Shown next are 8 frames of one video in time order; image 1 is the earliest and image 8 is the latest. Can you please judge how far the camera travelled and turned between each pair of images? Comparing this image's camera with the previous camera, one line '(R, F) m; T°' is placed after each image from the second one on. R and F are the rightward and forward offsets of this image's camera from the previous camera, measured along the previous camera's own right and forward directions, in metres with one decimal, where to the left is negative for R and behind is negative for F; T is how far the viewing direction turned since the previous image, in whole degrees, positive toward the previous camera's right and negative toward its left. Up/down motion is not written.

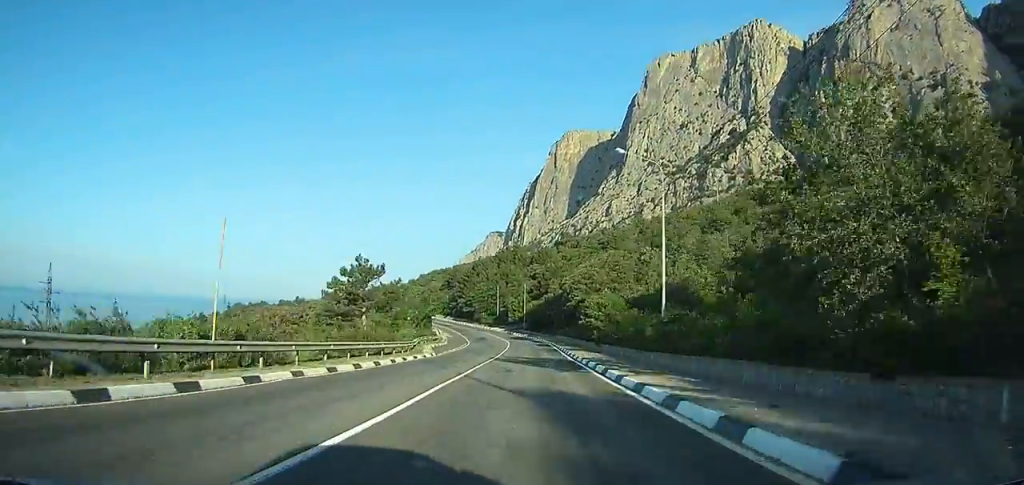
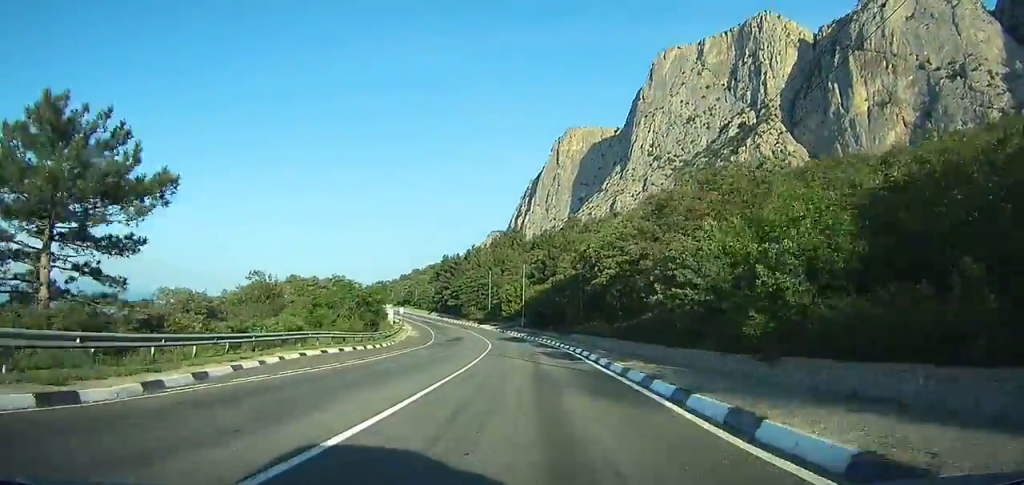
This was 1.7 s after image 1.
(+0.3, +33.5) m; -1°
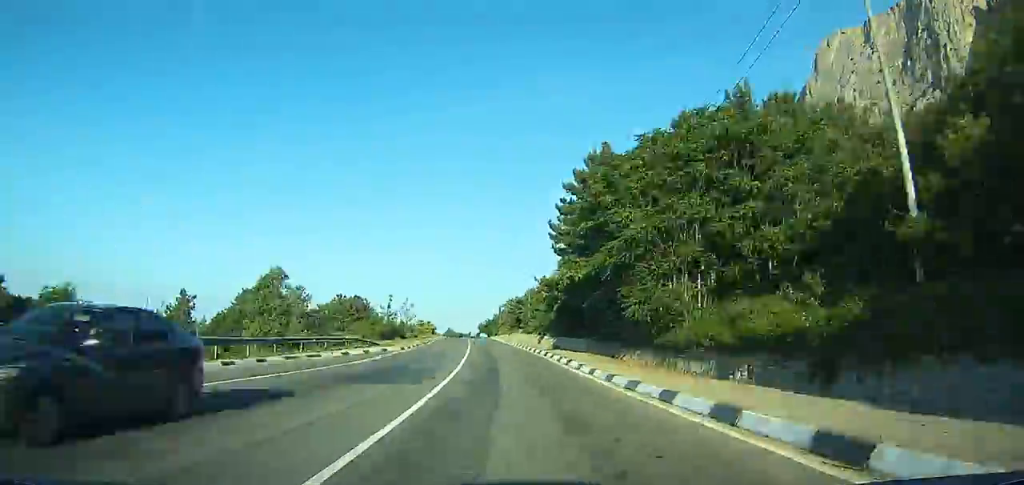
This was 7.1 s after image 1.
(-7.6, +108.5) m; -11°
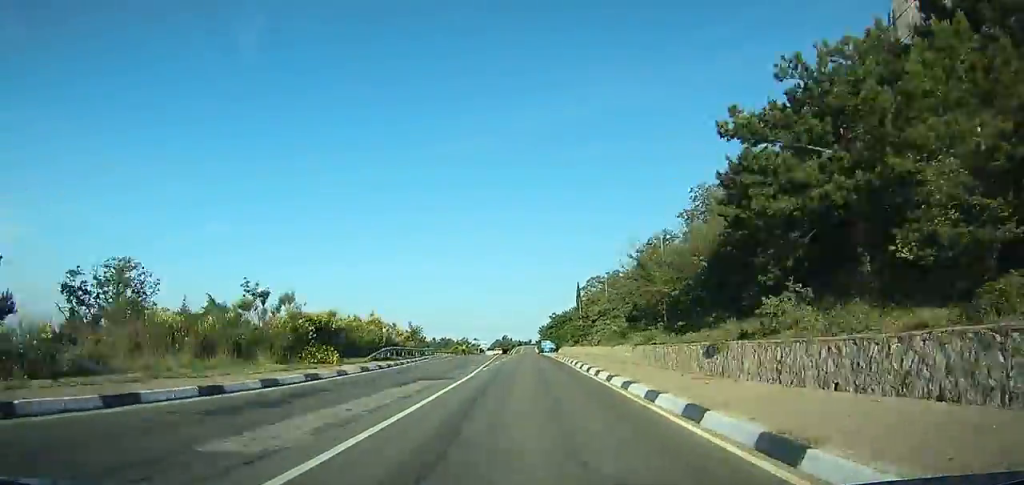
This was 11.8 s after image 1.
(-9.2, +101.6) m; -7°
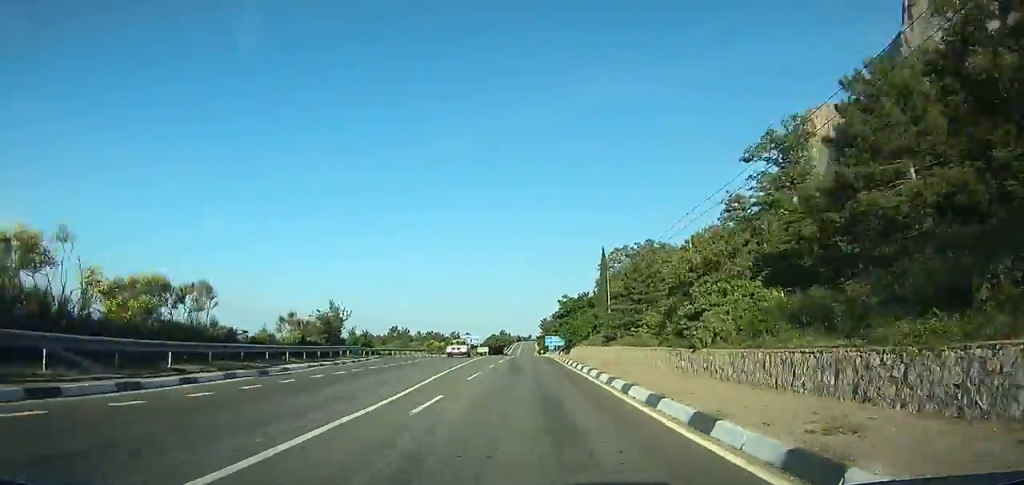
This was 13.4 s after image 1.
(-0.5, +34.4) m; -1°
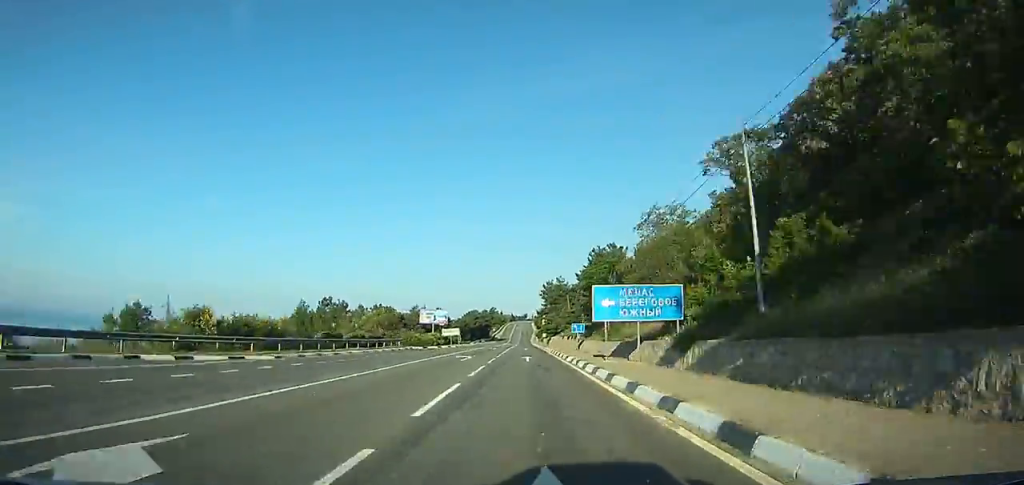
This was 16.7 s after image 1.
(-0.6, +69.2) m; 0°
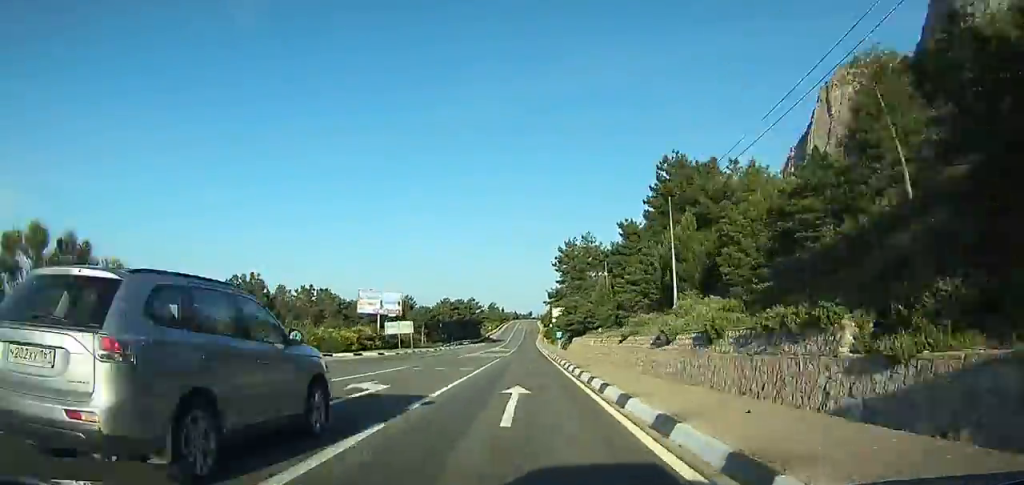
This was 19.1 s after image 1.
(+0.2, +49.2) m; 0°
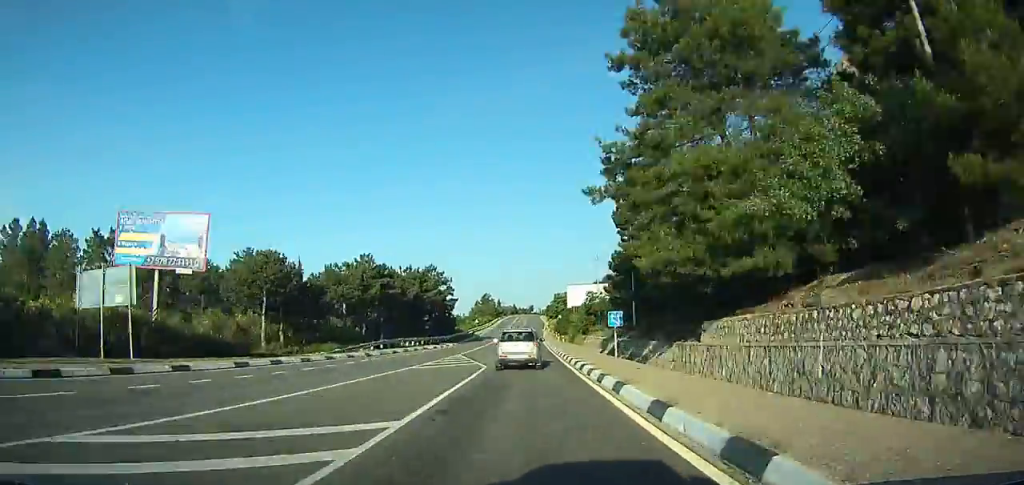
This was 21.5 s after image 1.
(0.0, +48.8) m; 0°
